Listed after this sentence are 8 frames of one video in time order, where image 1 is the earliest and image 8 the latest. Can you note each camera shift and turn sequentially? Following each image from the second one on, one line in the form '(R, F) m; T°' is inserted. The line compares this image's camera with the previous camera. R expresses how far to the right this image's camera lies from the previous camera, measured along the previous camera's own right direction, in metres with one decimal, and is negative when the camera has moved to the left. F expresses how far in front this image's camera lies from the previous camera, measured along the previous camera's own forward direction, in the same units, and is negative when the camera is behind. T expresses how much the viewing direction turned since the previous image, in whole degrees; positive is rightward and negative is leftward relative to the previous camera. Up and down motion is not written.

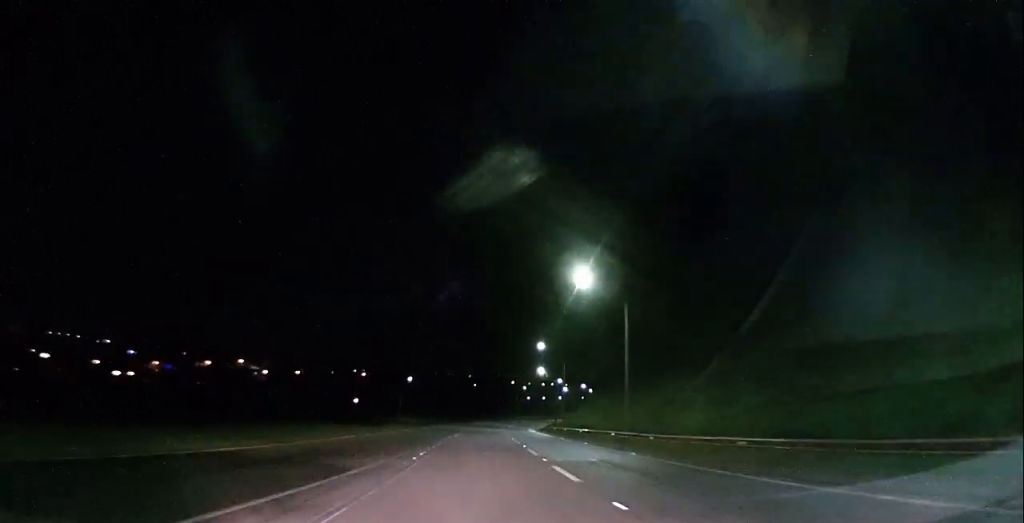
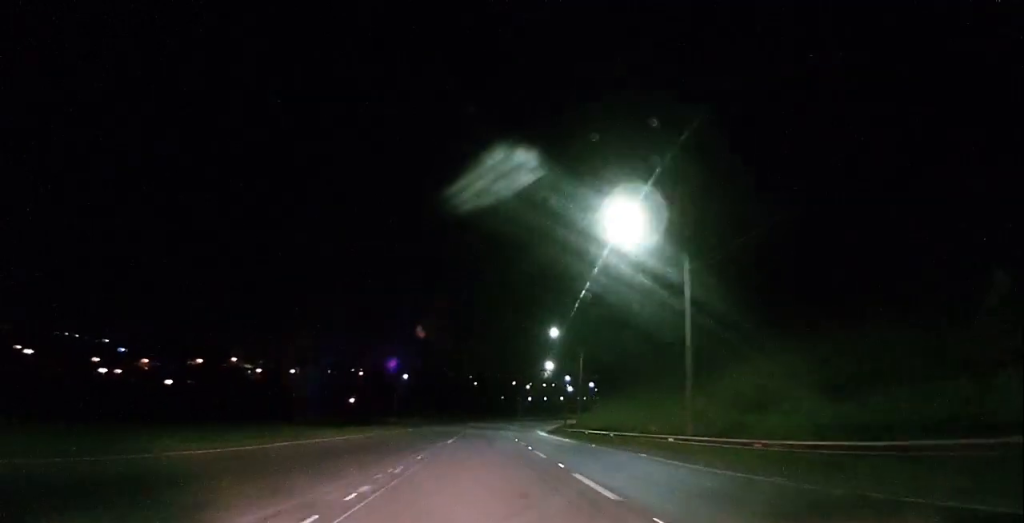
(-0.1, +12.9) m; 0°
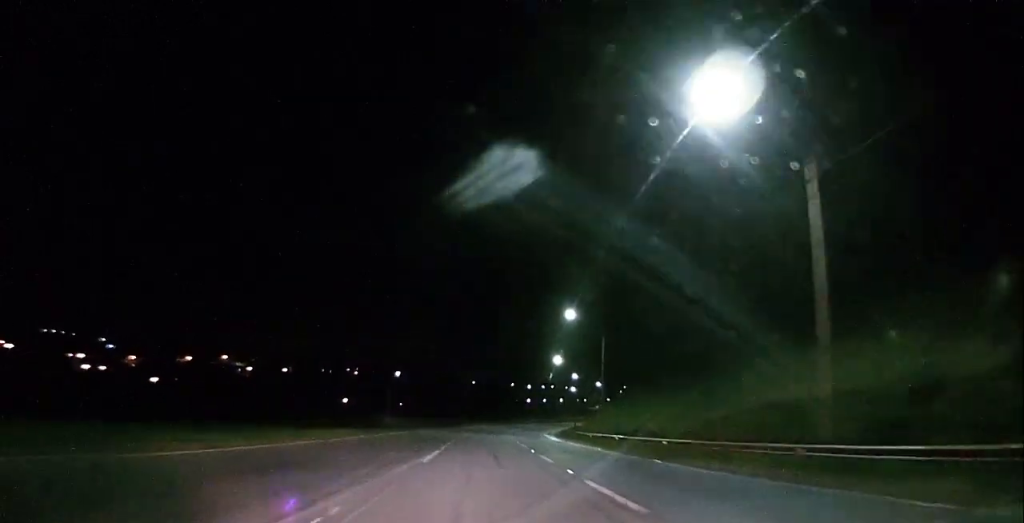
(0.0, +12.9) m; 0°
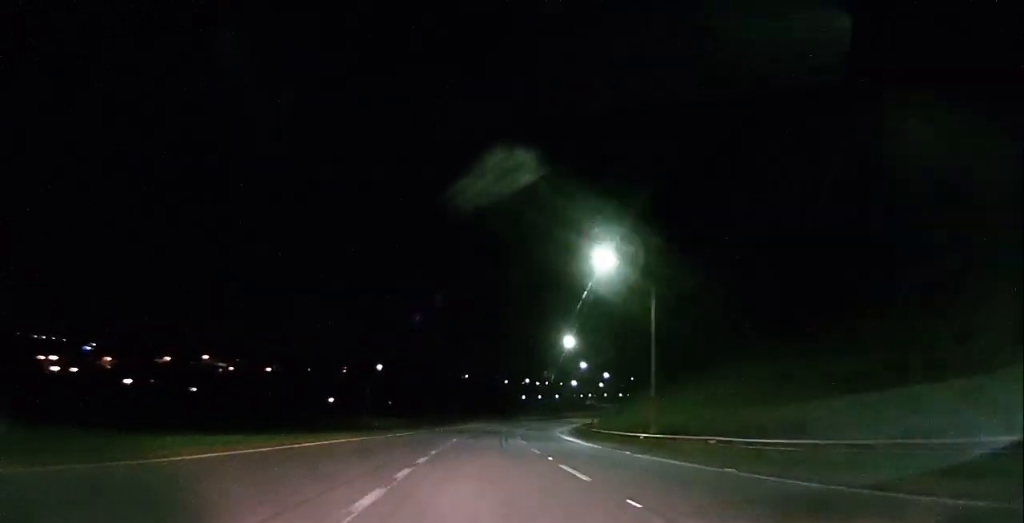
(0.0, +18.7) m; 0°
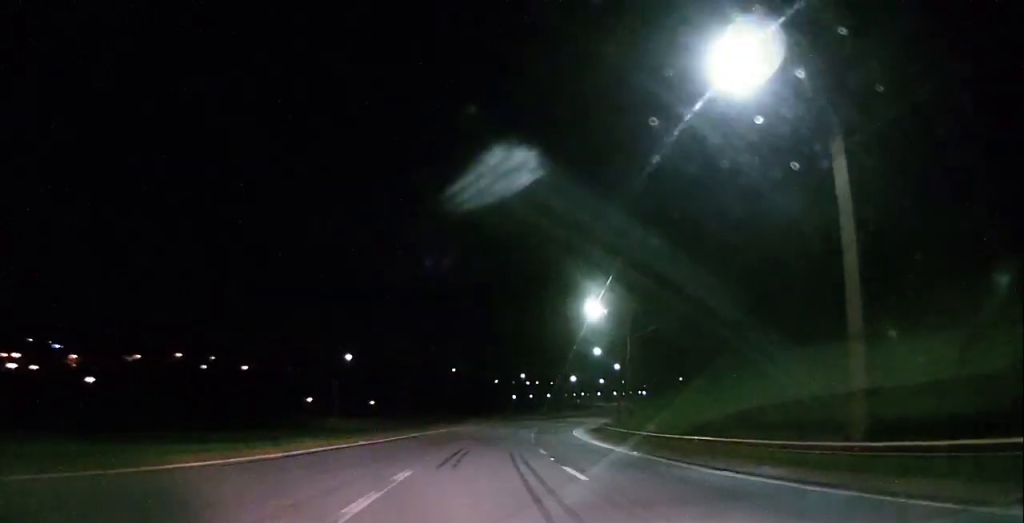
(0.0, +22.8) m; 0°
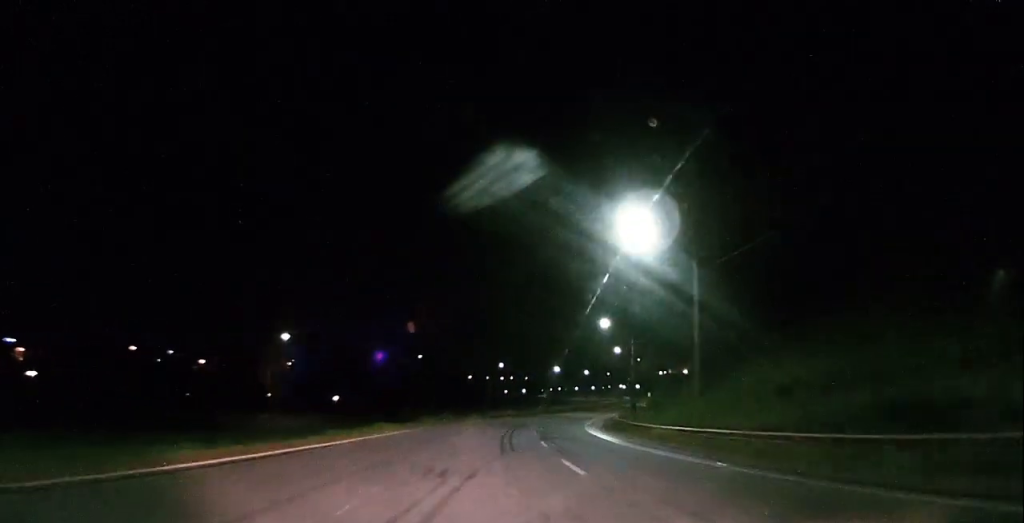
(0.0, +23.6) m; +1°
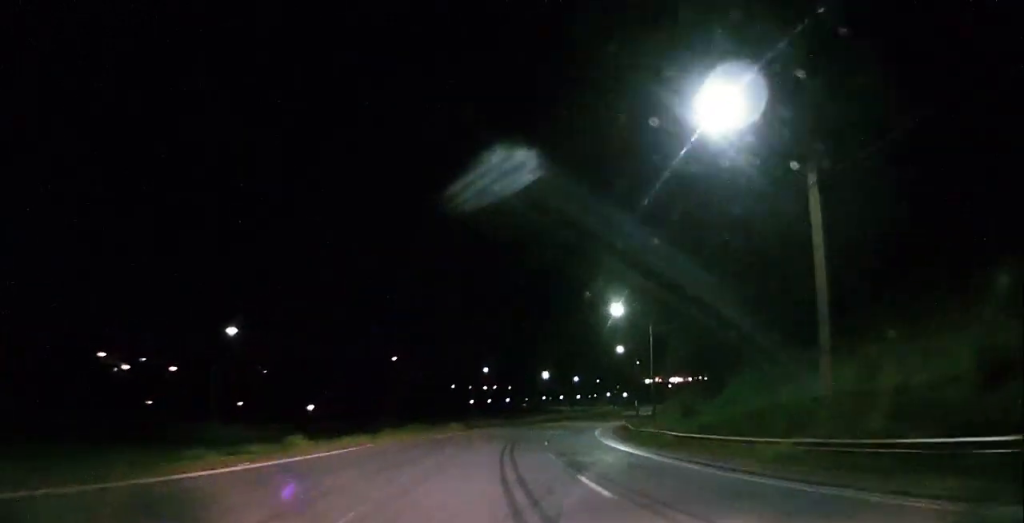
(+0.1, +14.5) m; +1°
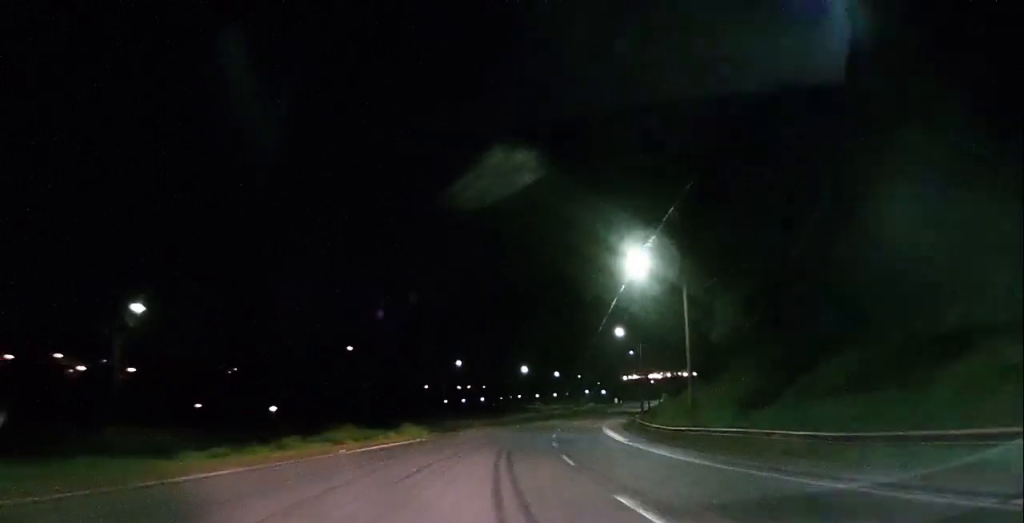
(+0.1, +16.8) m; +2°
